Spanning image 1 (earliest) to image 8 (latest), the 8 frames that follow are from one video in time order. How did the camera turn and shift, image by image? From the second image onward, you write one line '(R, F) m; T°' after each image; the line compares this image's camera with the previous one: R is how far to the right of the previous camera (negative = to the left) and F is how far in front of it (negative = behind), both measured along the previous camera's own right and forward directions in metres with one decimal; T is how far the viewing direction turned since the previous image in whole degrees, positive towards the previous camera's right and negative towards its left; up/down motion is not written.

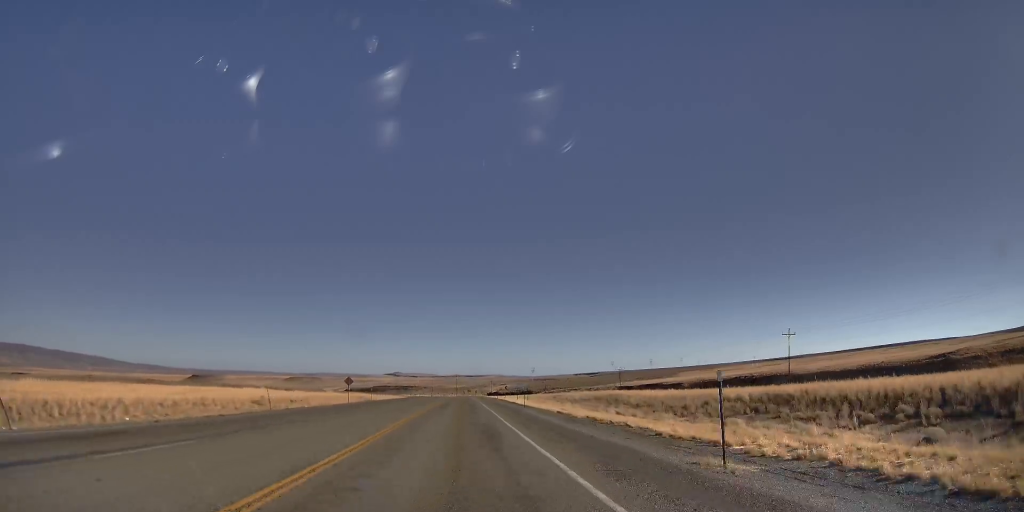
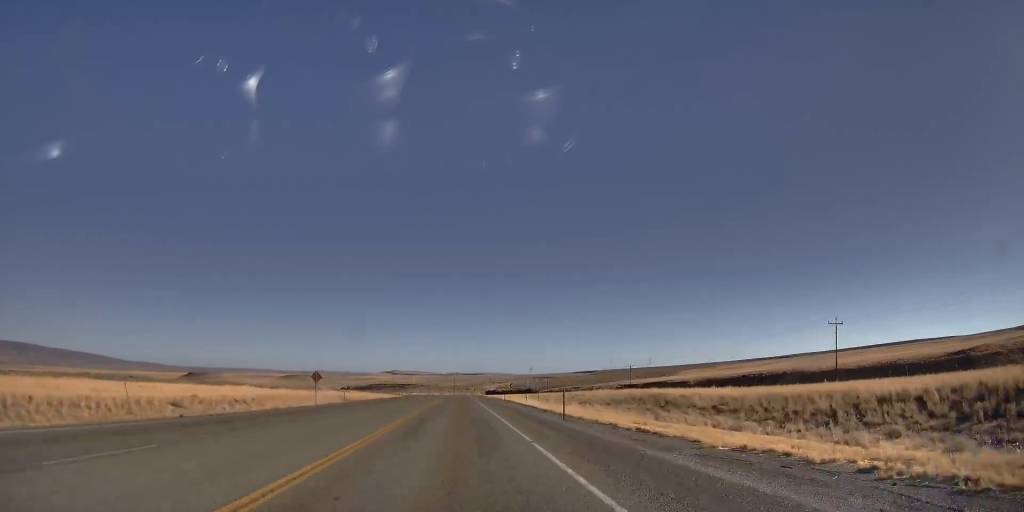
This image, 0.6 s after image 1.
(0.0, +15.2) m; 0°
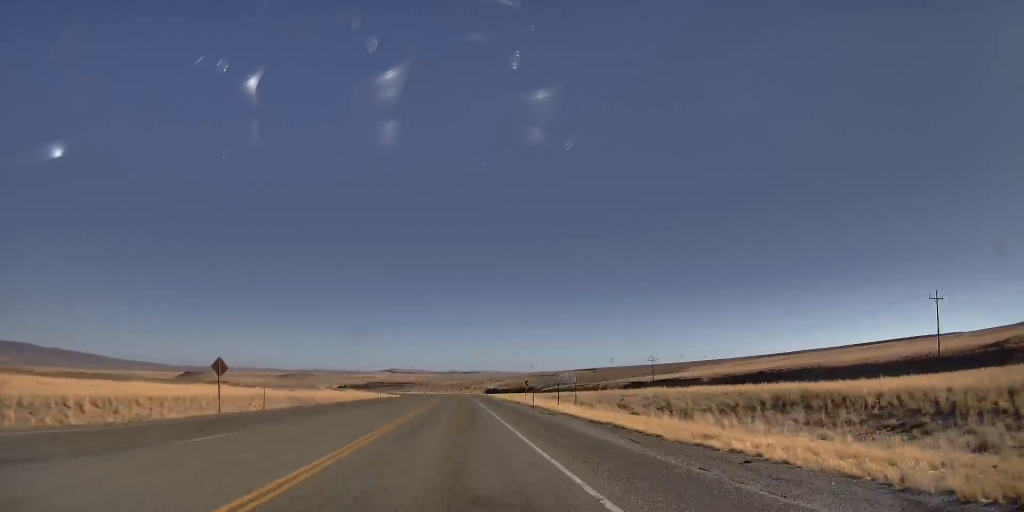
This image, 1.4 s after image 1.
(0.0, +22.2) m; 0°
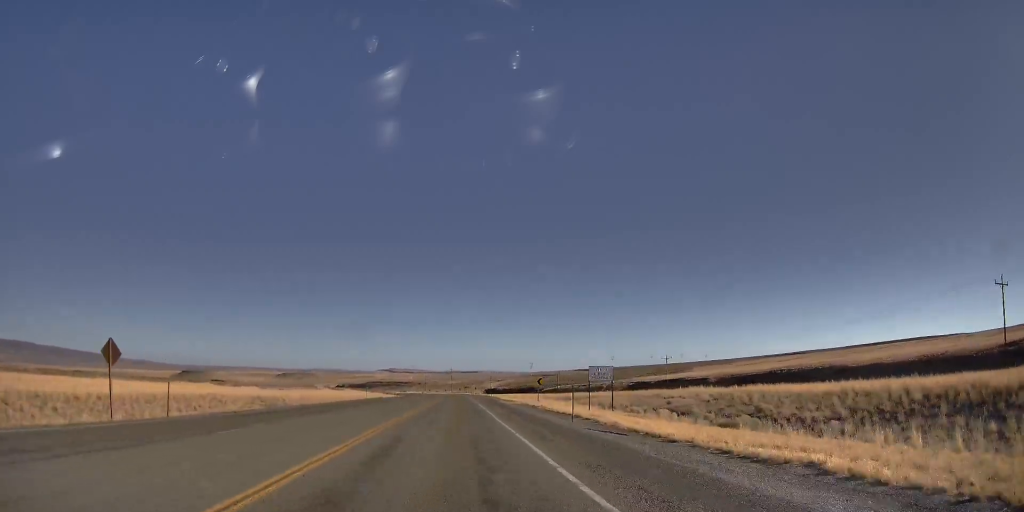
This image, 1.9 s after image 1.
(-0.1, +10.4) m; 0°
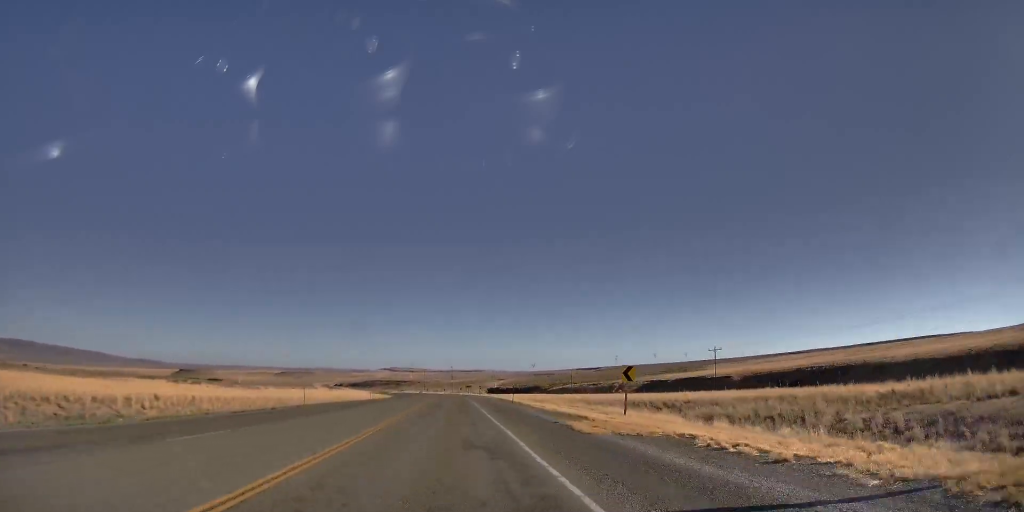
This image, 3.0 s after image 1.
(+0.2, +24.8) m; +1°
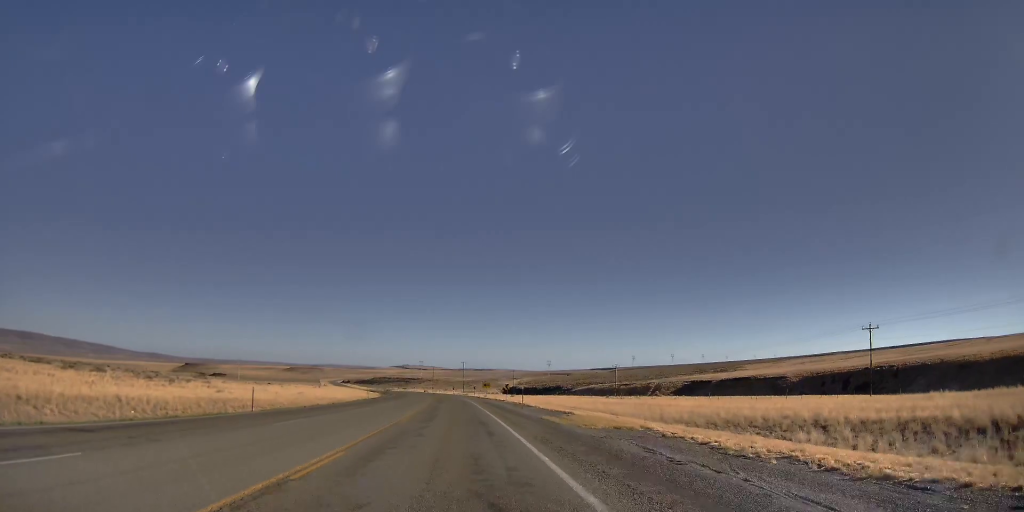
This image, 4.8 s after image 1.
(+0.7, +40.8) m; +1°
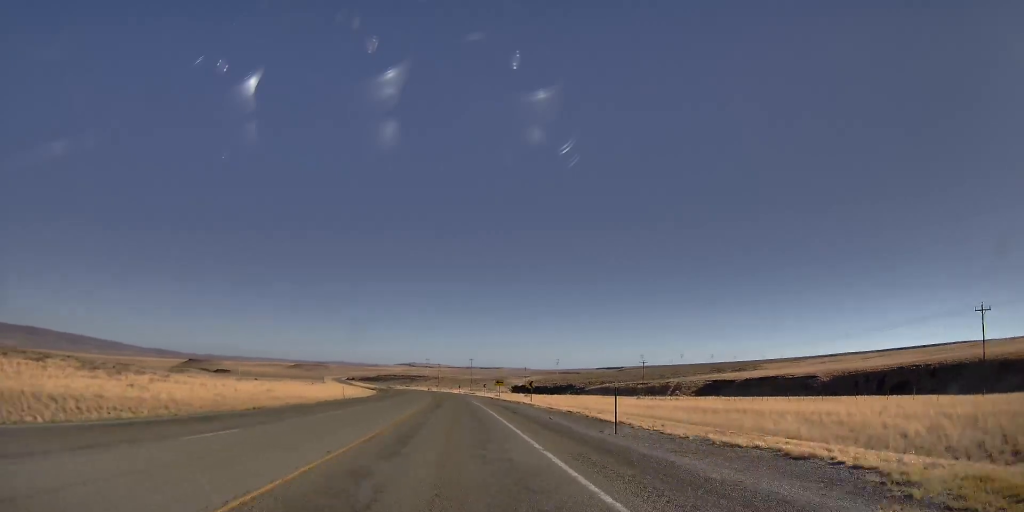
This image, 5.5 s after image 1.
(-0.1, +19.9) m; -1°
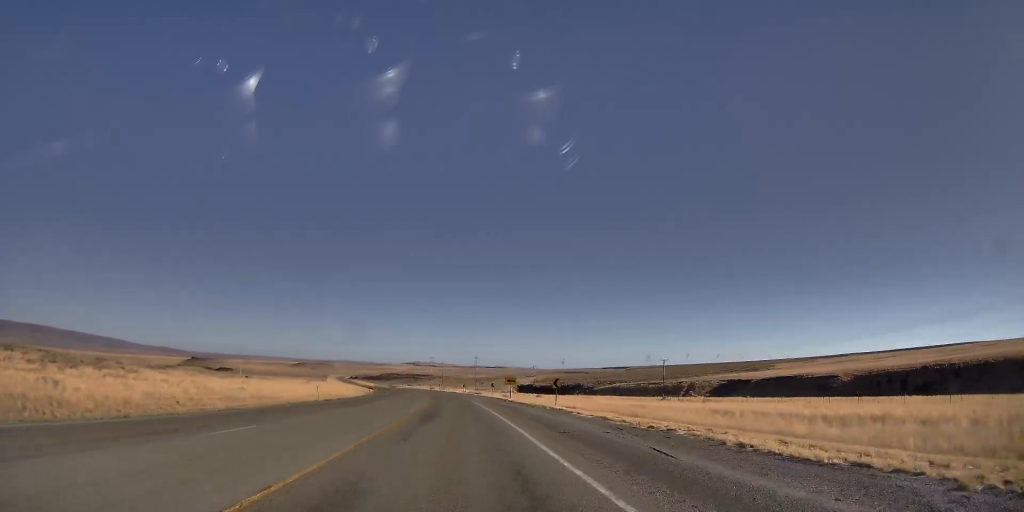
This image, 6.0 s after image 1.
(-0.2, +12.2) m; 0°
